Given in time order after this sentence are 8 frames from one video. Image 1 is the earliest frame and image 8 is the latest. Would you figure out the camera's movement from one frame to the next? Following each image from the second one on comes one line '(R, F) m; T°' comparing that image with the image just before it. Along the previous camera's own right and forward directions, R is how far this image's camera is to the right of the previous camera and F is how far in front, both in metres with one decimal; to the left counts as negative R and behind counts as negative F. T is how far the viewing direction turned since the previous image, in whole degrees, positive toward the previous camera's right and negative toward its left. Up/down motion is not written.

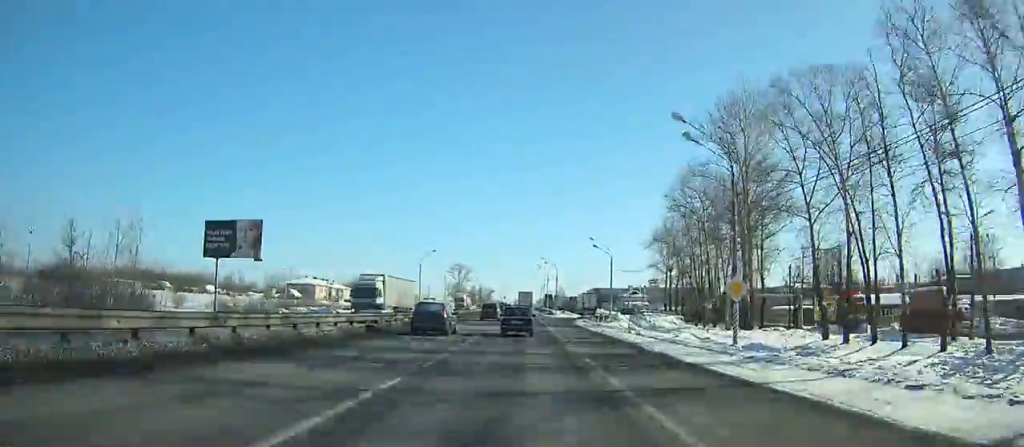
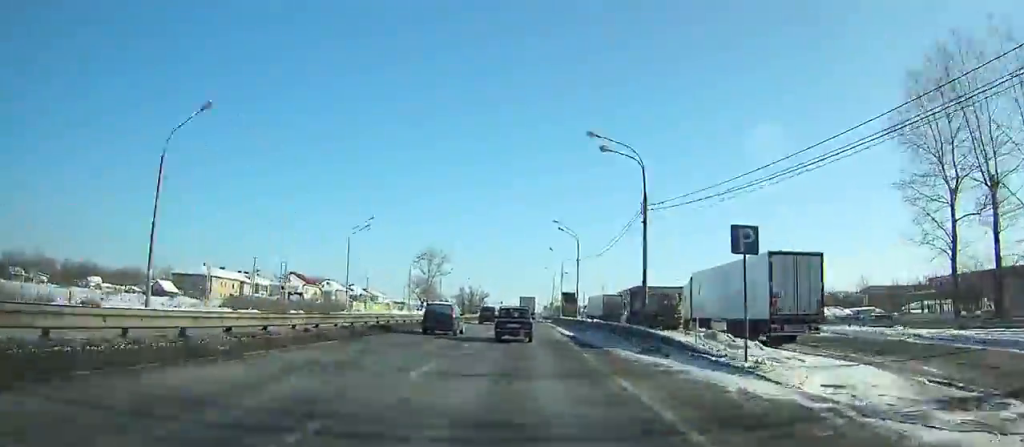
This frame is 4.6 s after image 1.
(-0.2, +81.3) m; 0°
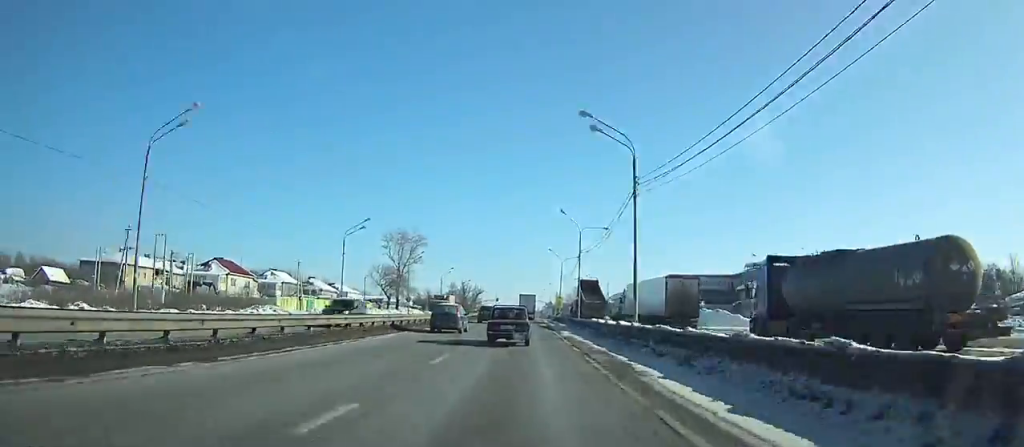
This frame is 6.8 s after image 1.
(+0.1, +36.7) m; 0°
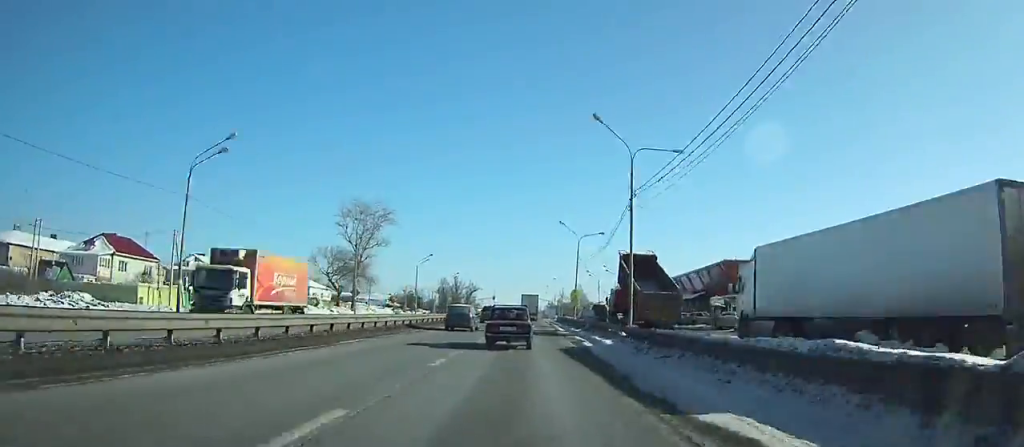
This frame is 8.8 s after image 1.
(0.0, +32.4) m; 0°
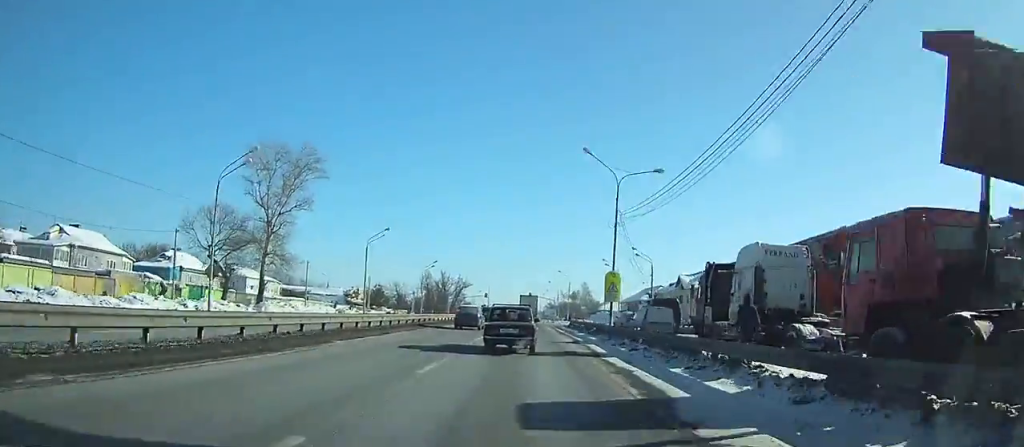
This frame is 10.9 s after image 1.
(0.0, +32.9) m; 0°
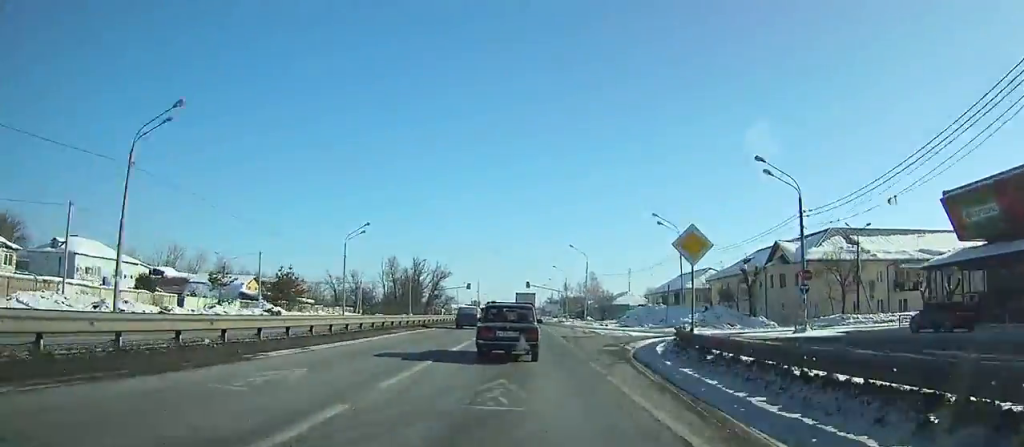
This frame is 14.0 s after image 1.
(0.0, +45.8) m; 0°
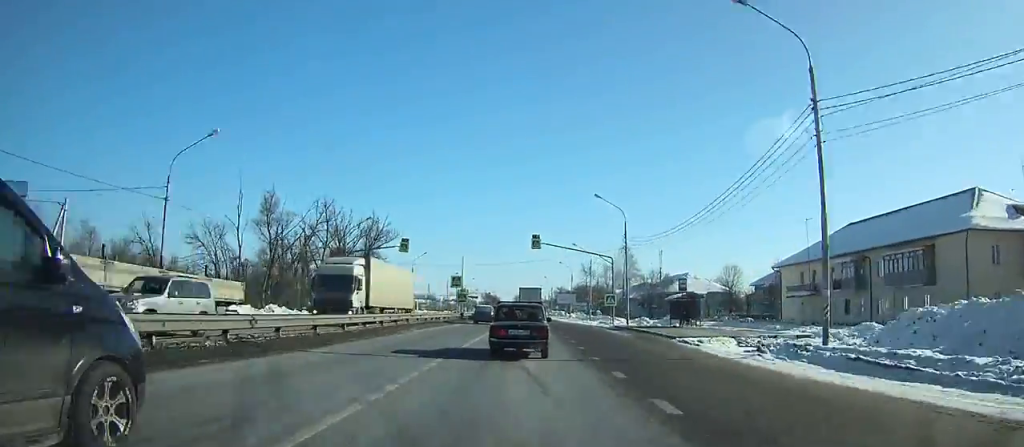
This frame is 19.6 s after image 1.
(+0.1, +74.8) m; 0°
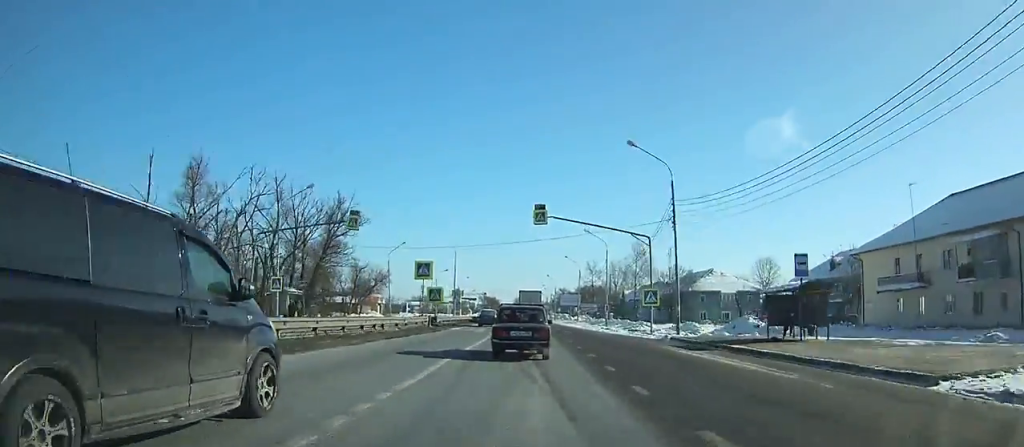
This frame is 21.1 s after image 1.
(0.0, +18.2) m; 0°
